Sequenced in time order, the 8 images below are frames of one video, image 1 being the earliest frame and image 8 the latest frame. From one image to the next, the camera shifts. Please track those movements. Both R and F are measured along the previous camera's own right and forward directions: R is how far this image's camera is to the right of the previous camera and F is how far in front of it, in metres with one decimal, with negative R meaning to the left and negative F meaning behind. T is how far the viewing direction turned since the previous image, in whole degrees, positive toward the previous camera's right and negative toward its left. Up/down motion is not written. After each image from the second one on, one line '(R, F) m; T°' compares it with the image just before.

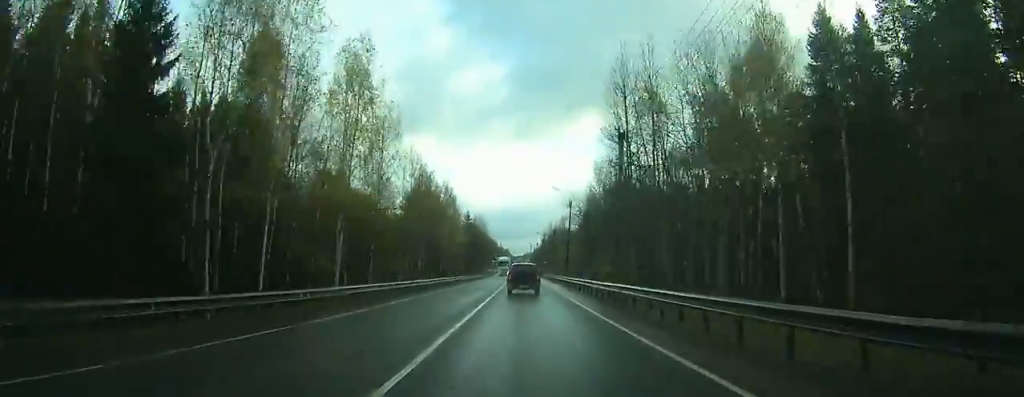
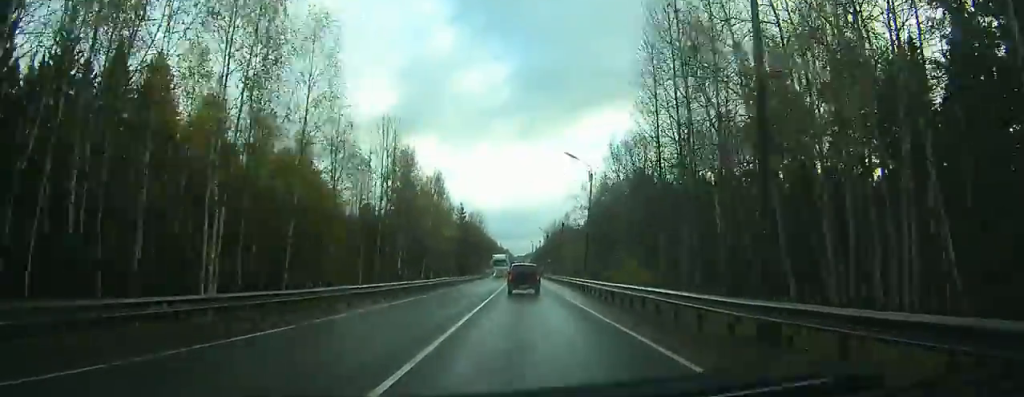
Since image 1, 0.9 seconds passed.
(0.0, +15.5) m; 0°
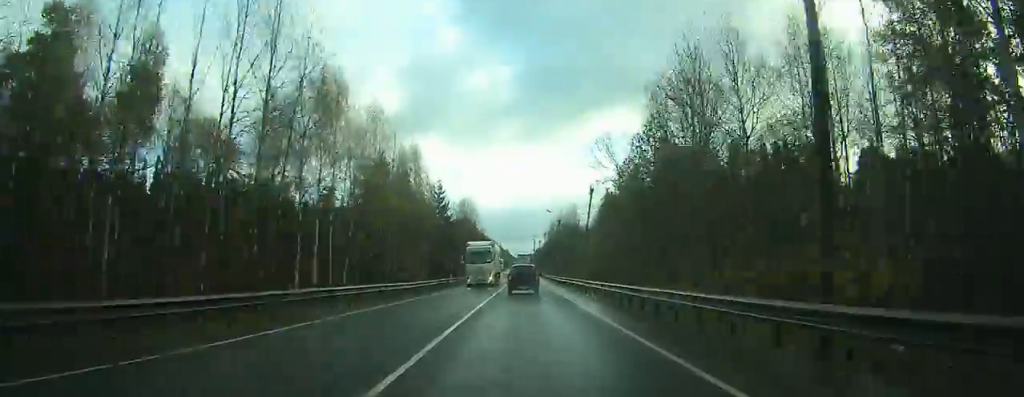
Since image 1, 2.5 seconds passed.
(-0.1, +30.2) m; -1°
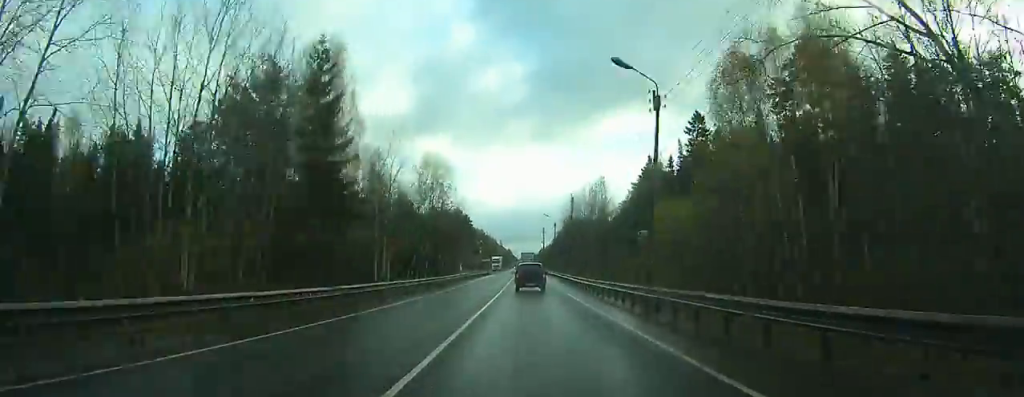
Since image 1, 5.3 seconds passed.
(-0.5, +51.4) m; -1°
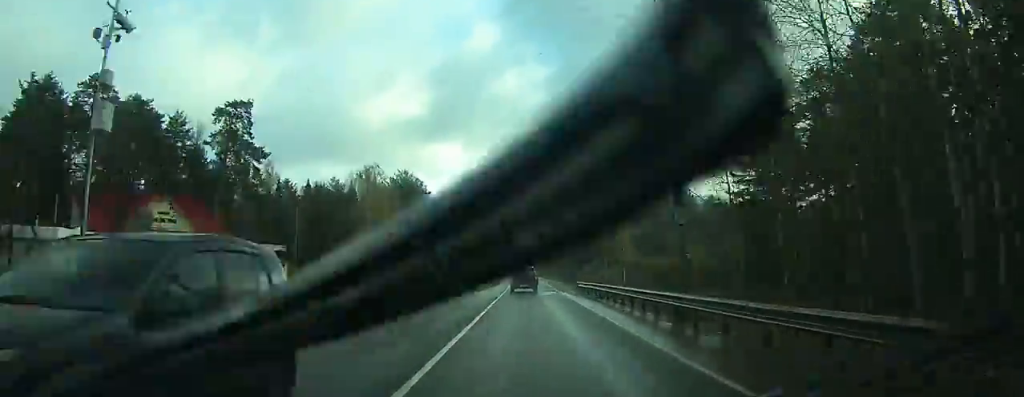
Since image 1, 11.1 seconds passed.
(+0.2, +107.1) m; 0°
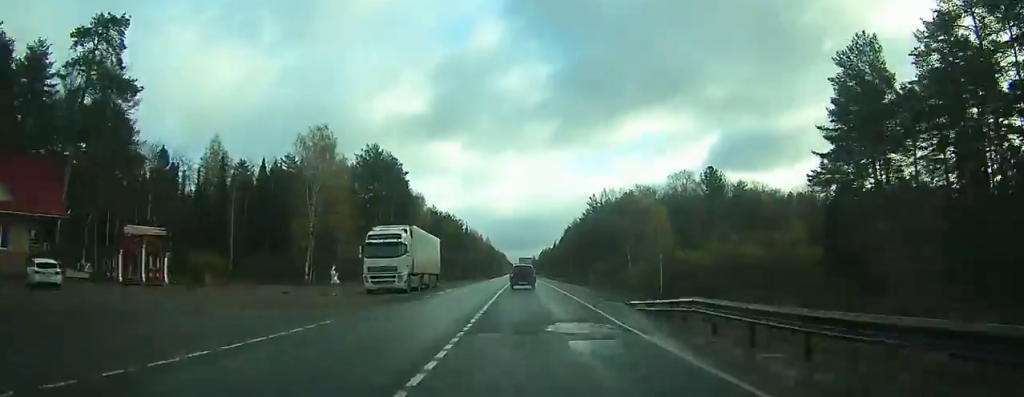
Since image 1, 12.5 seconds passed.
(-0.1, +26.0) m; 0°
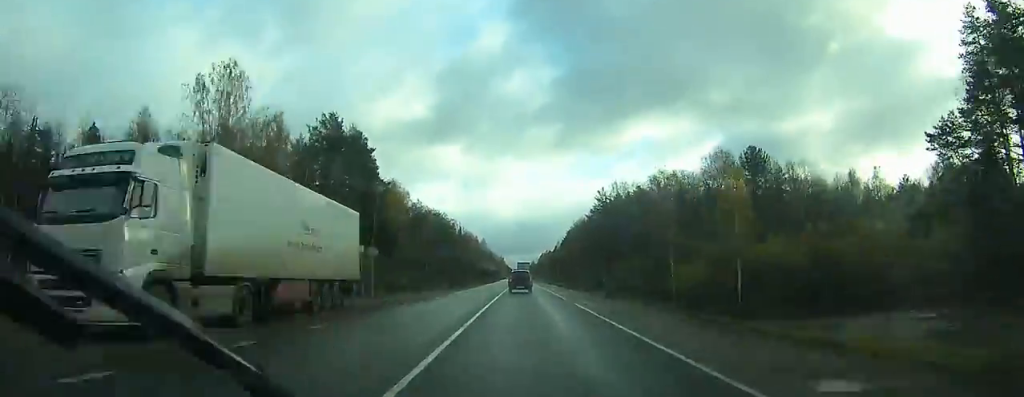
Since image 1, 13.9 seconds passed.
(0.0, +25.2) m; 0°
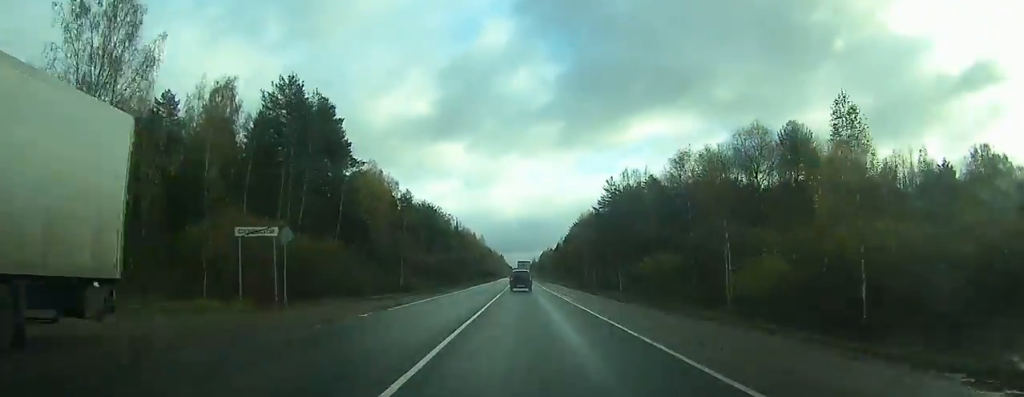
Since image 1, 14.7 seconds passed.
(0.0, +16.4) m; 0°
